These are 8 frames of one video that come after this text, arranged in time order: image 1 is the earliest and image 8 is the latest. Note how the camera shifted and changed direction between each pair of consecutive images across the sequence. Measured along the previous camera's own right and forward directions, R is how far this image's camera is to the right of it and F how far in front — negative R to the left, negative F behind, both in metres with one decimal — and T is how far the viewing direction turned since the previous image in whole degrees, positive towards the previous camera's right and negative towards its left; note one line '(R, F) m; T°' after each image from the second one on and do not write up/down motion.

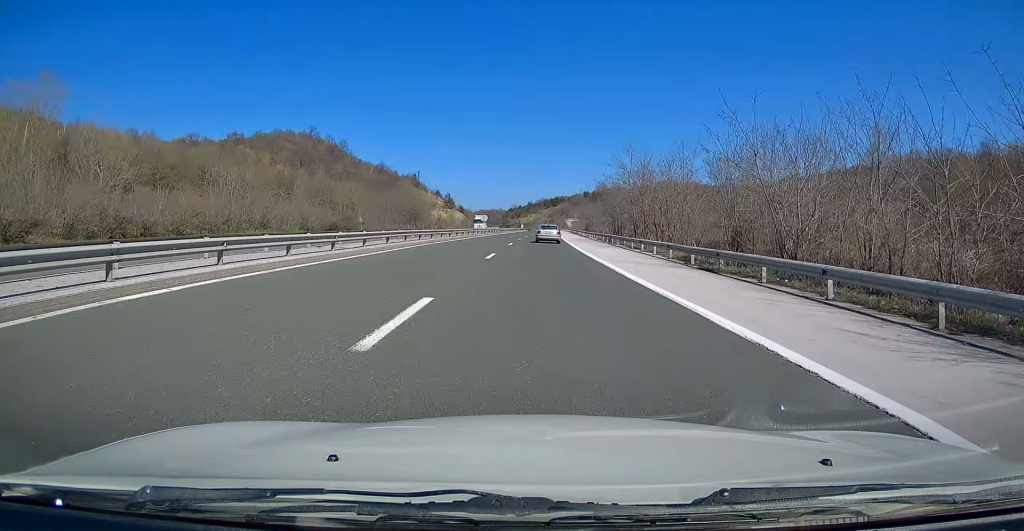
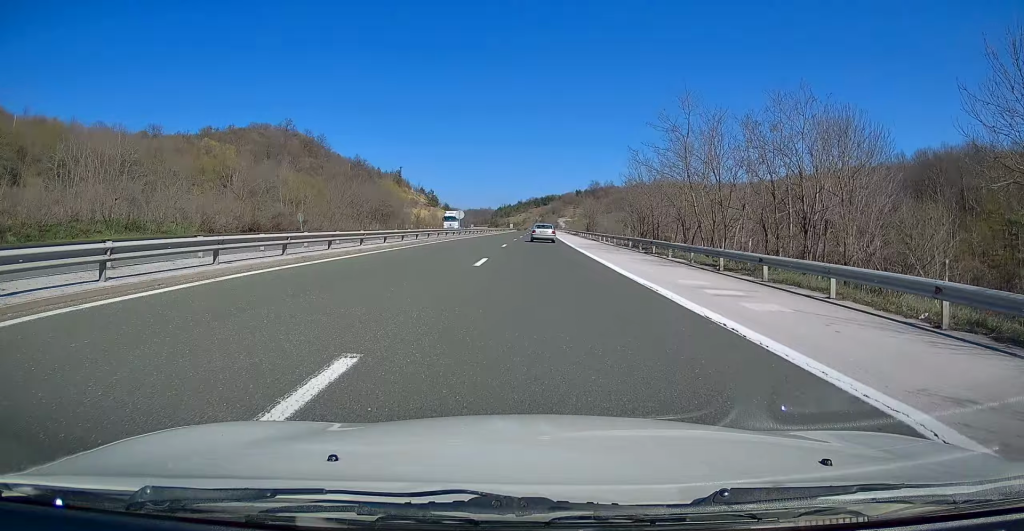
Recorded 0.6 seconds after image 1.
(+0.4, +20.1) m; +1°
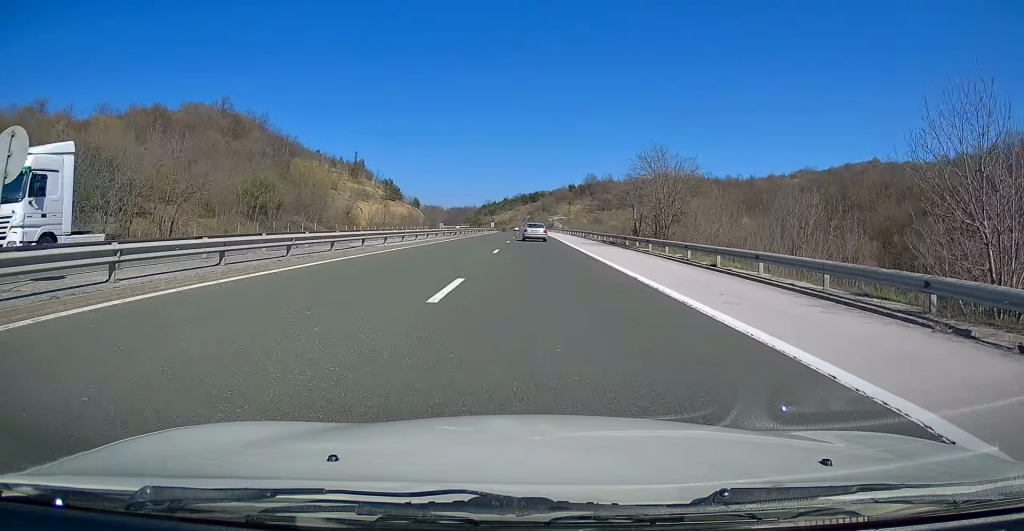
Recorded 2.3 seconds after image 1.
(+1.0, +55.6) m; +2°
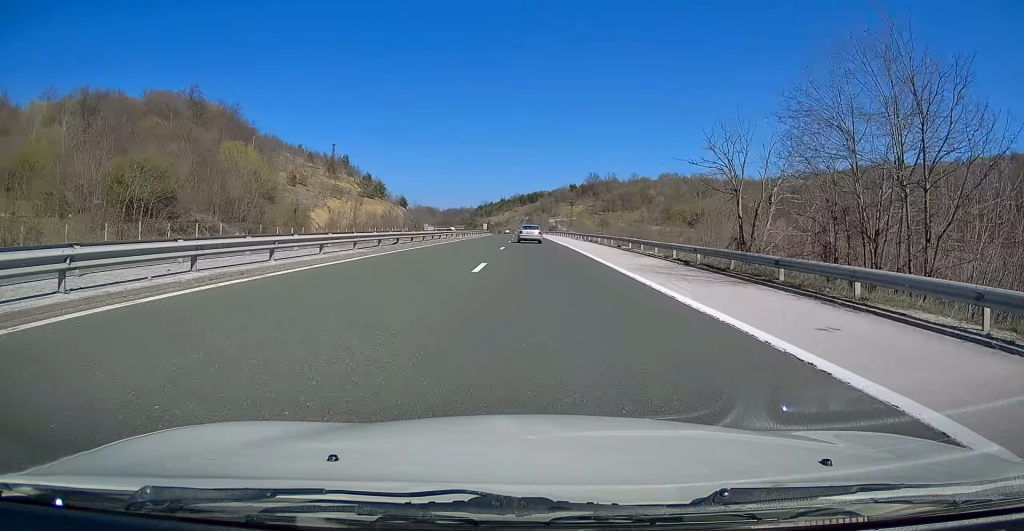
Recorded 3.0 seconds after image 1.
(+0.3, +25.4) m; +1°
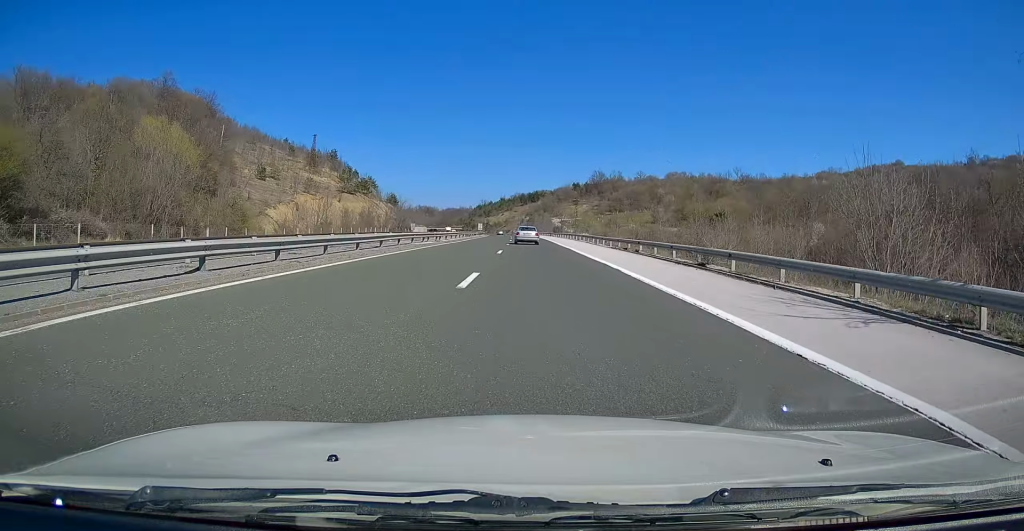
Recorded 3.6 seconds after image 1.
(0.0, +19.8) m; 0°
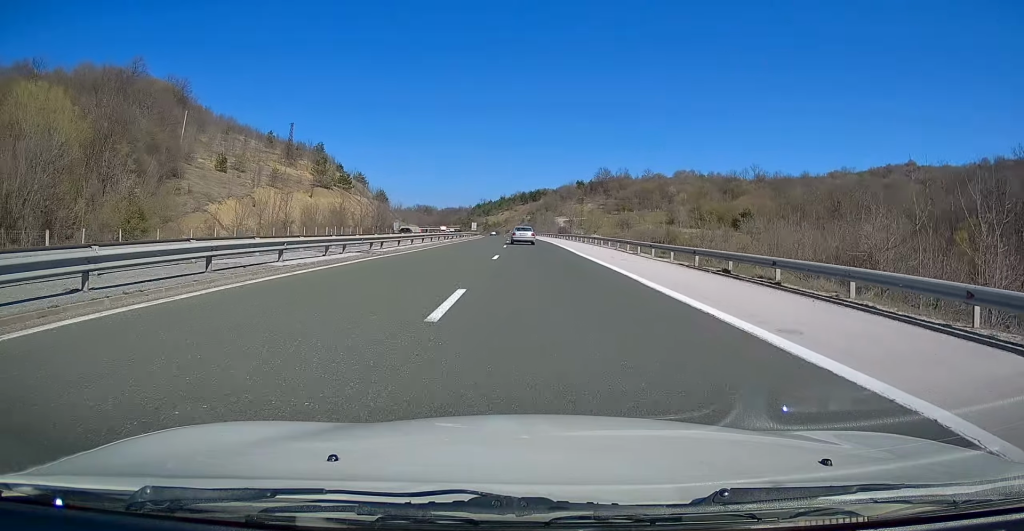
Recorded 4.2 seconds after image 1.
(0.0, +19.8) m; 0°
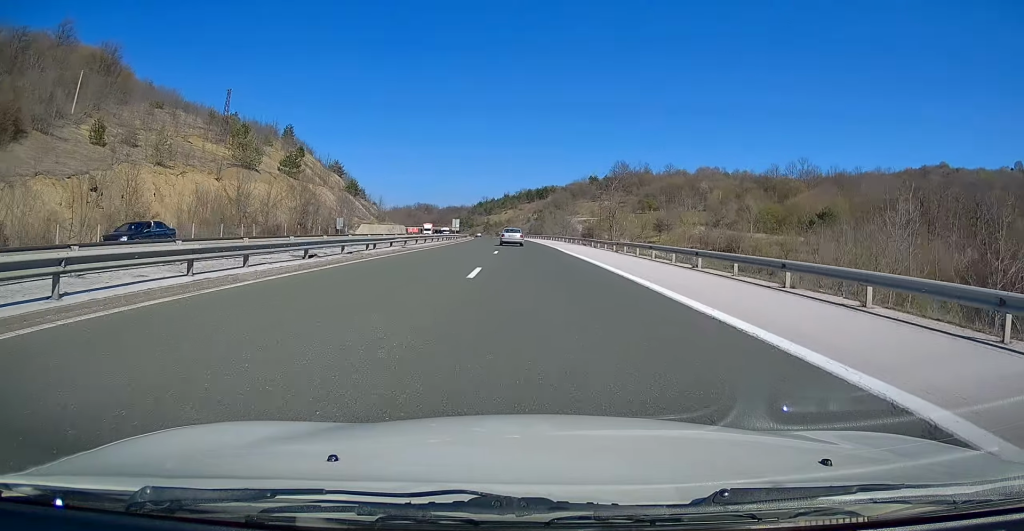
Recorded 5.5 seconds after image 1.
(-0.5, +40.7) m; -1°
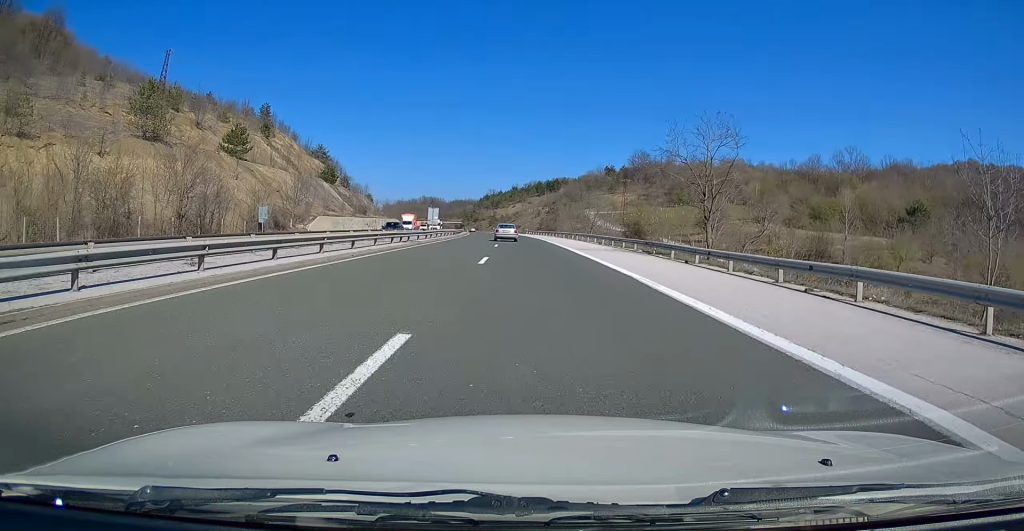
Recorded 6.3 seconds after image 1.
(0.0, +27.5) m; -1°
